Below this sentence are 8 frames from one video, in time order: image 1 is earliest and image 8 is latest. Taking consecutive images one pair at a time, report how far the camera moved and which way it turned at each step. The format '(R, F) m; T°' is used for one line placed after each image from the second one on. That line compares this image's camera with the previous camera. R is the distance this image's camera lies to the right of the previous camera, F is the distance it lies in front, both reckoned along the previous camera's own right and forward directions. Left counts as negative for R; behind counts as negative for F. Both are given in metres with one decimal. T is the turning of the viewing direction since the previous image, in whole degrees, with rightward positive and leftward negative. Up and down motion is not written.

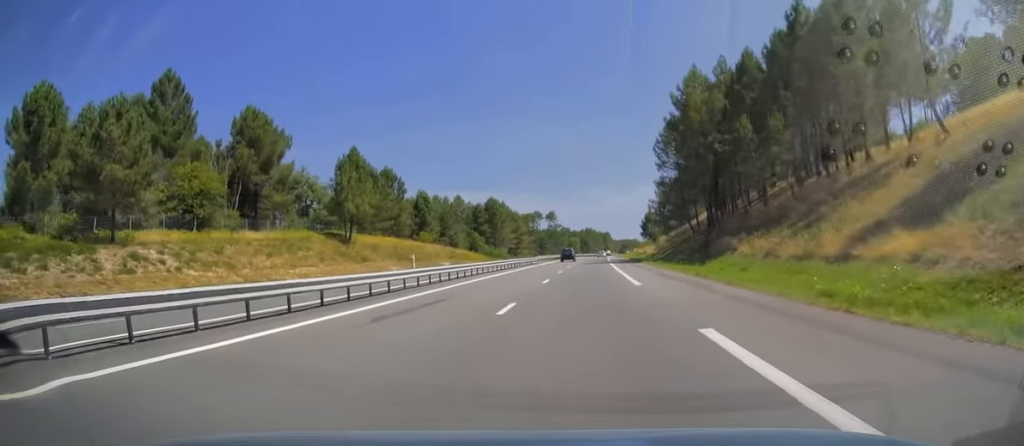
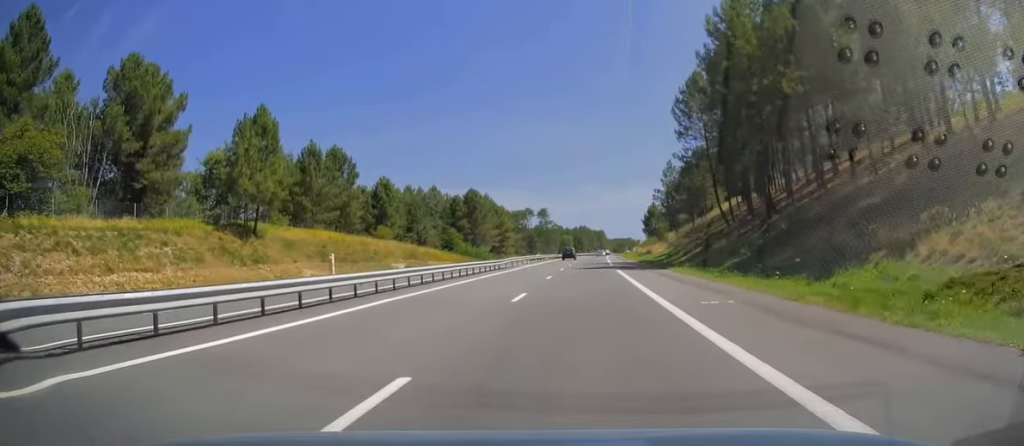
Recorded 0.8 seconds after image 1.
(0.0, +23.2) m; +1°
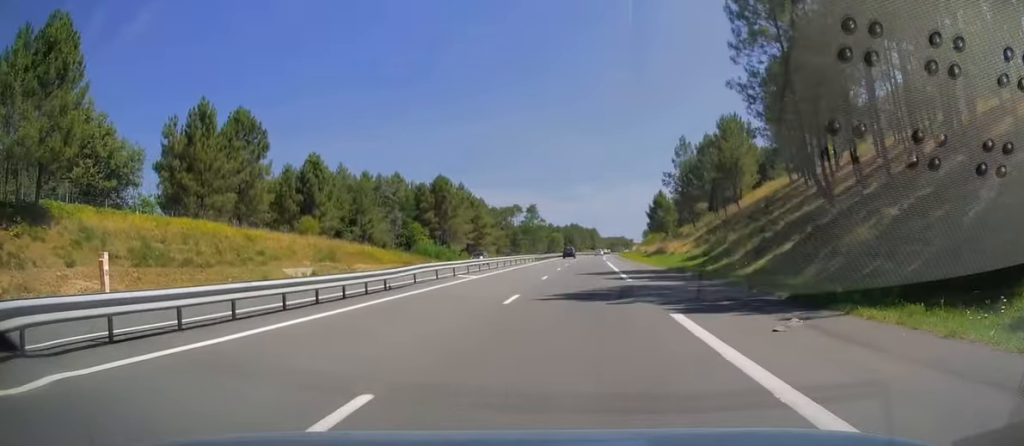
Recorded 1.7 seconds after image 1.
(+0.2, +27.1) m; +1°
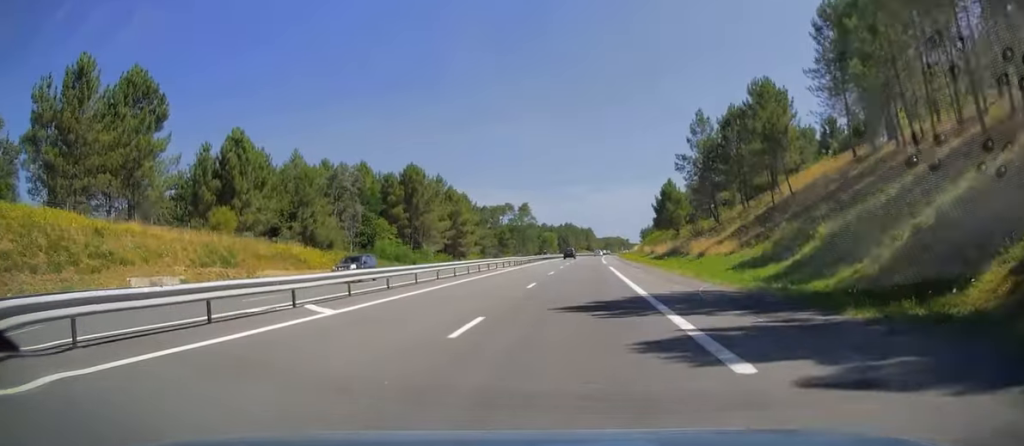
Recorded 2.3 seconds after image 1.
(+0.3, +19.2) m; 0°
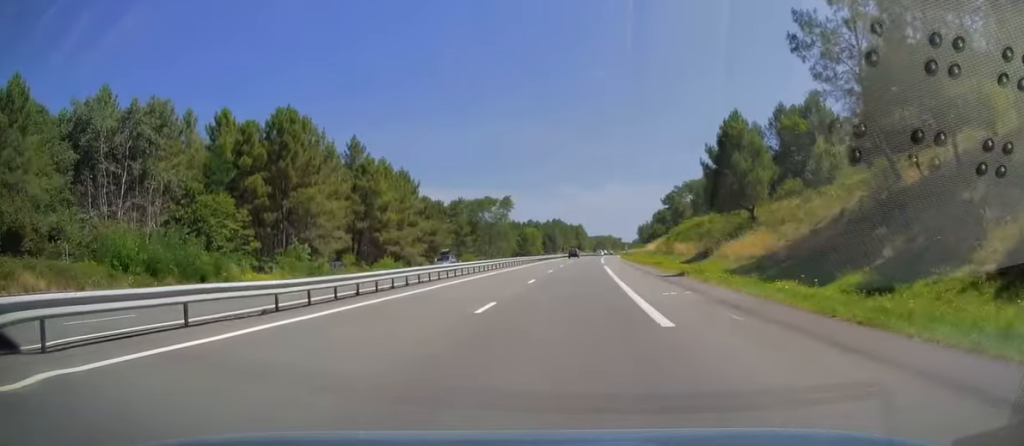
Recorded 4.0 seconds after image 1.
(+0.1, +48.4) m; +1°
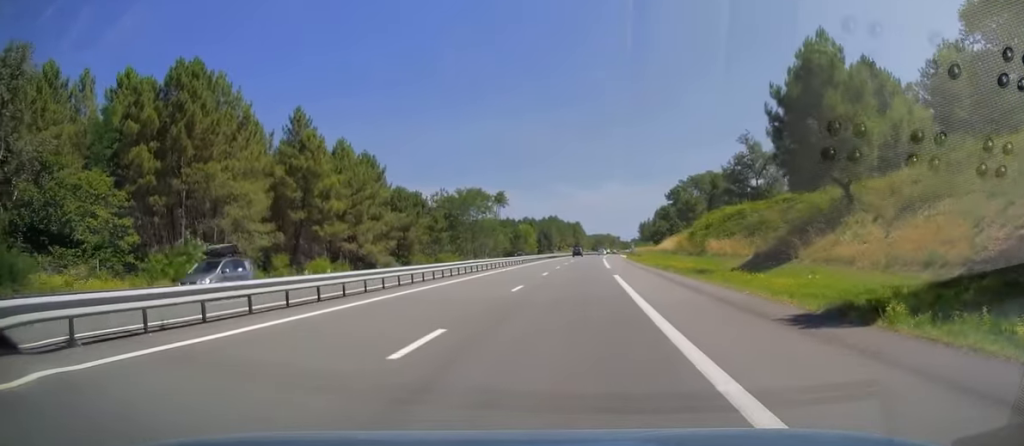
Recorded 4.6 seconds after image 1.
(+0.1, +19.2) m; 0°
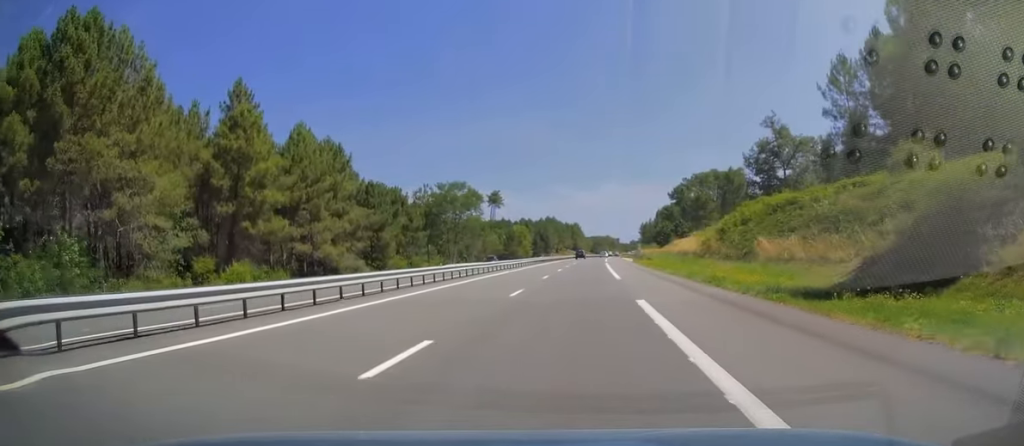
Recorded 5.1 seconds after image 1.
(0.0, +14.3) m; 0°
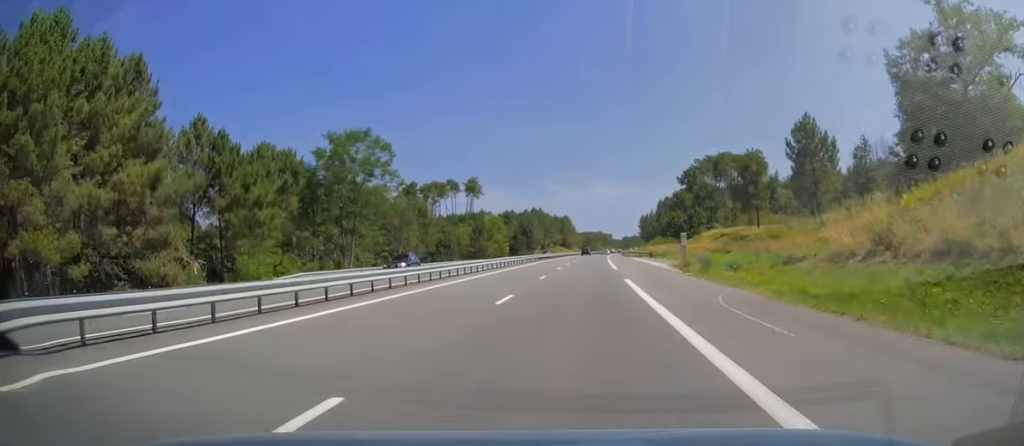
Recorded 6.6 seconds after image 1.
(+0.4, +43.4) m; +1°
